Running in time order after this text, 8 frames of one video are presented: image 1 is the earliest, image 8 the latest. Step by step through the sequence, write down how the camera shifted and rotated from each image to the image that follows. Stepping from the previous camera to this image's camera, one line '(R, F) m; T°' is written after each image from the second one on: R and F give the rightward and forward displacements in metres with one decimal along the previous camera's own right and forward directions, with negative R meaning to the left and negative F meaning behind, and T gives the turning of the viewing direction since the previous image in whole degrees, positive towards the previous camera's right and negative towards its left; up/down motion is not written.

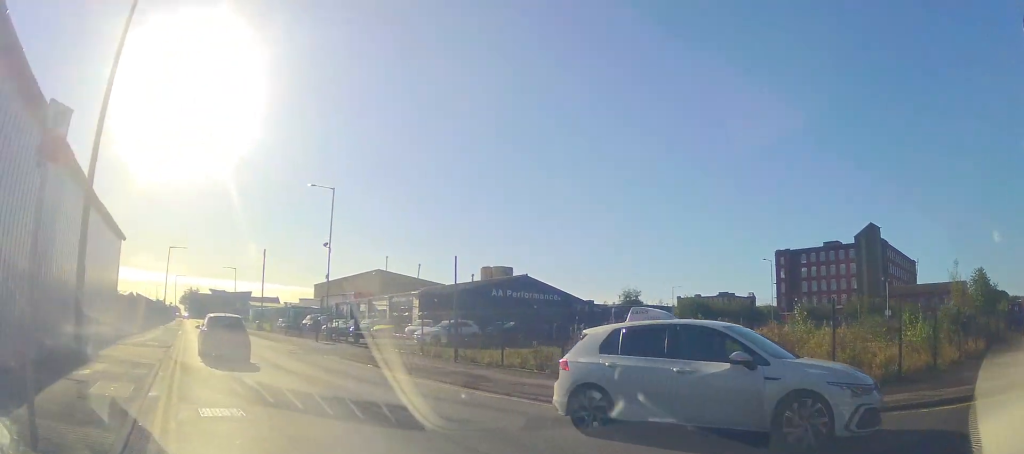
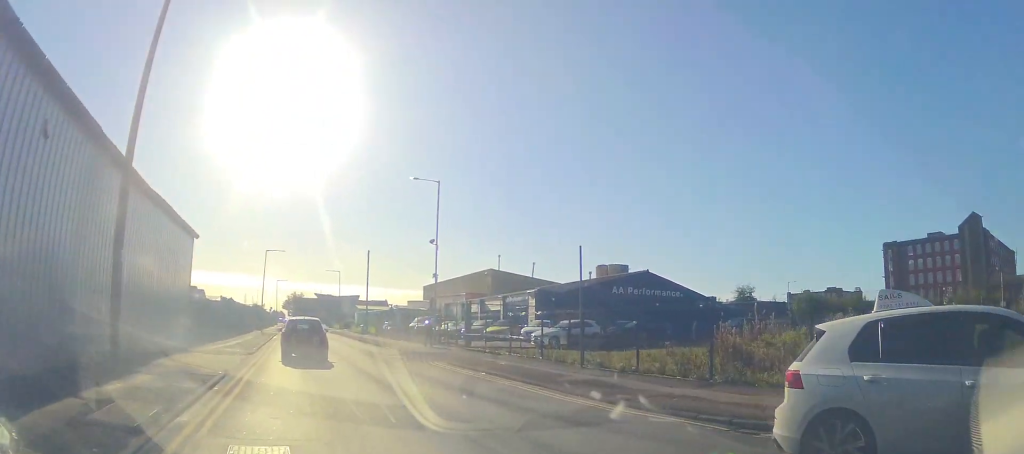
(-0.1, +2.3) m; -11°
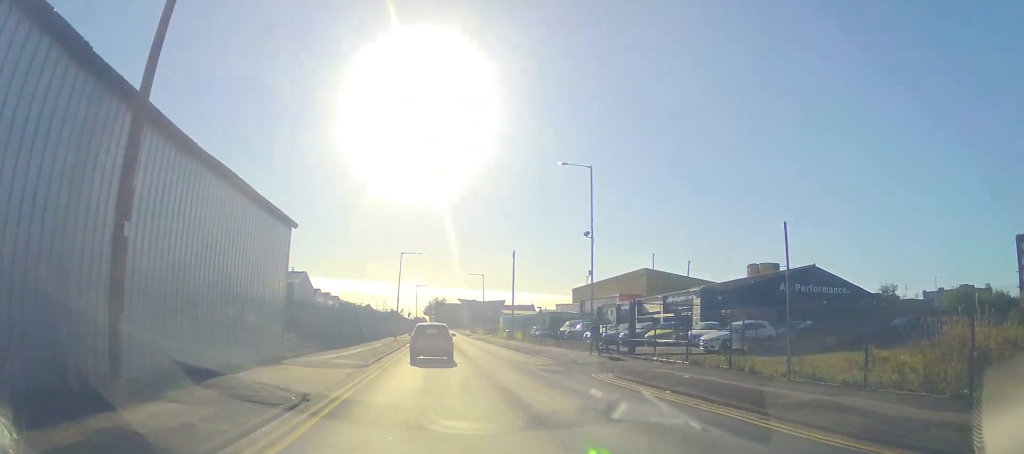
(-0.6, +3.9) m; -13°
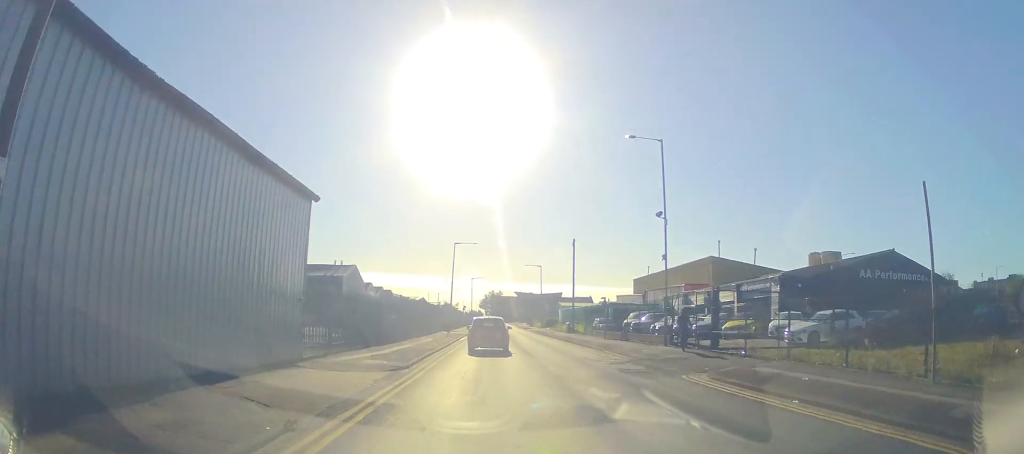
(-0.2, +3.8) m; -4°
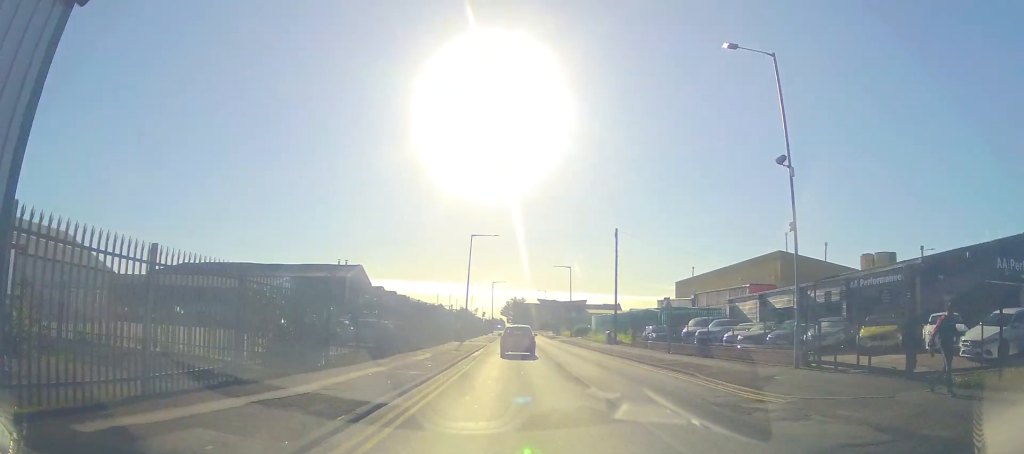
(-0.8, +11.1) m; -5°
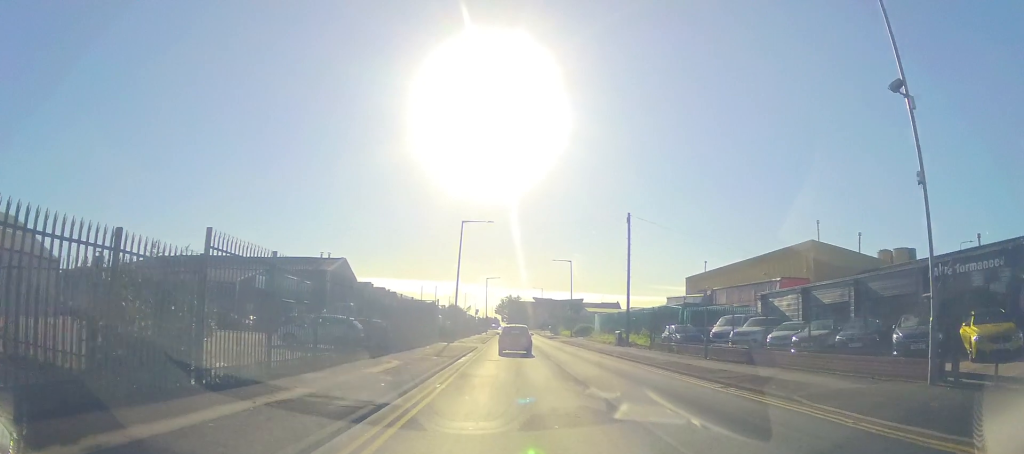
(0.0, +6.5) m; +3°
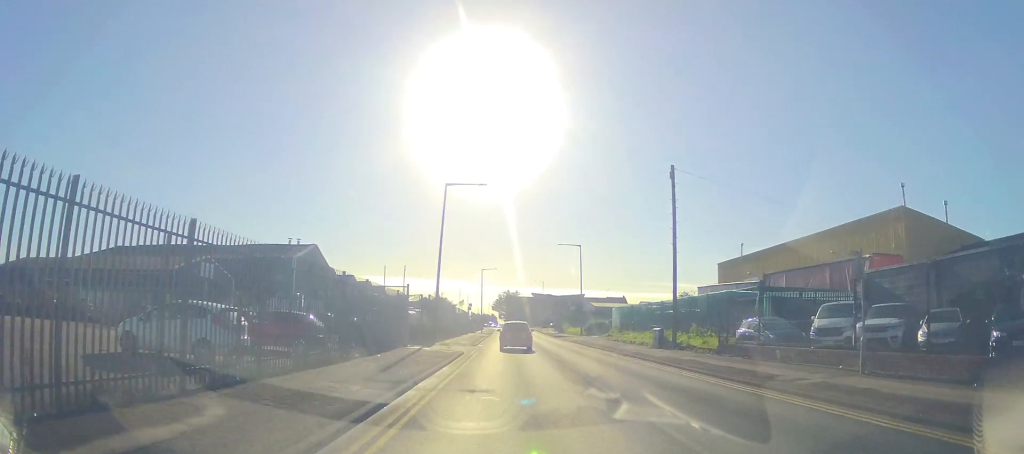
(+1.0, +12.1) m; +3°
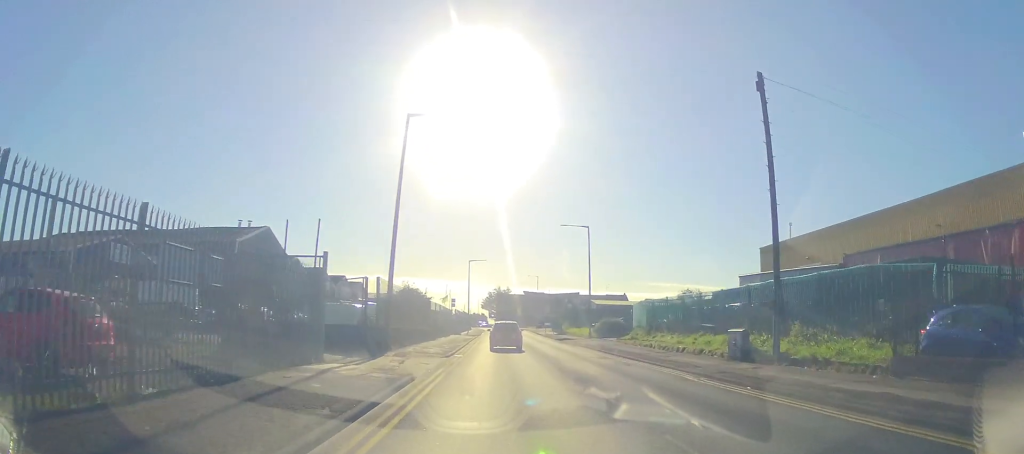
(-0.5, +12.6) m; -2°
